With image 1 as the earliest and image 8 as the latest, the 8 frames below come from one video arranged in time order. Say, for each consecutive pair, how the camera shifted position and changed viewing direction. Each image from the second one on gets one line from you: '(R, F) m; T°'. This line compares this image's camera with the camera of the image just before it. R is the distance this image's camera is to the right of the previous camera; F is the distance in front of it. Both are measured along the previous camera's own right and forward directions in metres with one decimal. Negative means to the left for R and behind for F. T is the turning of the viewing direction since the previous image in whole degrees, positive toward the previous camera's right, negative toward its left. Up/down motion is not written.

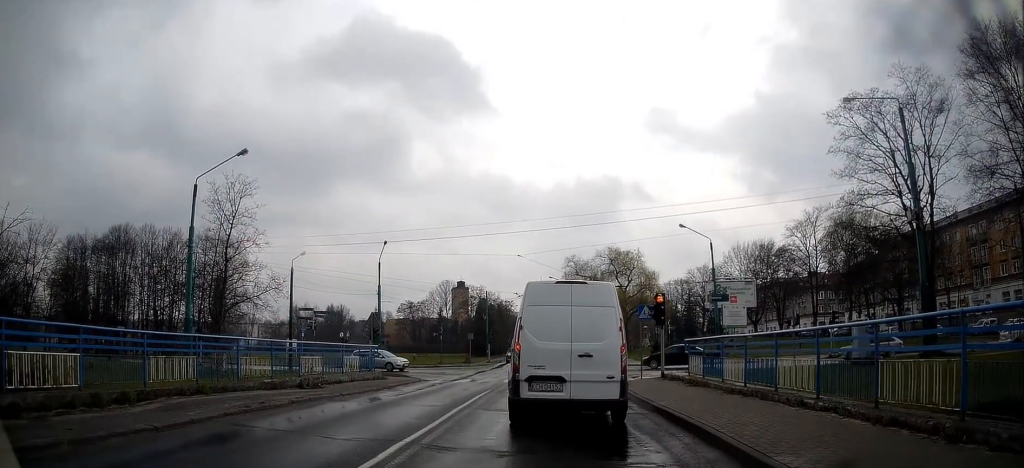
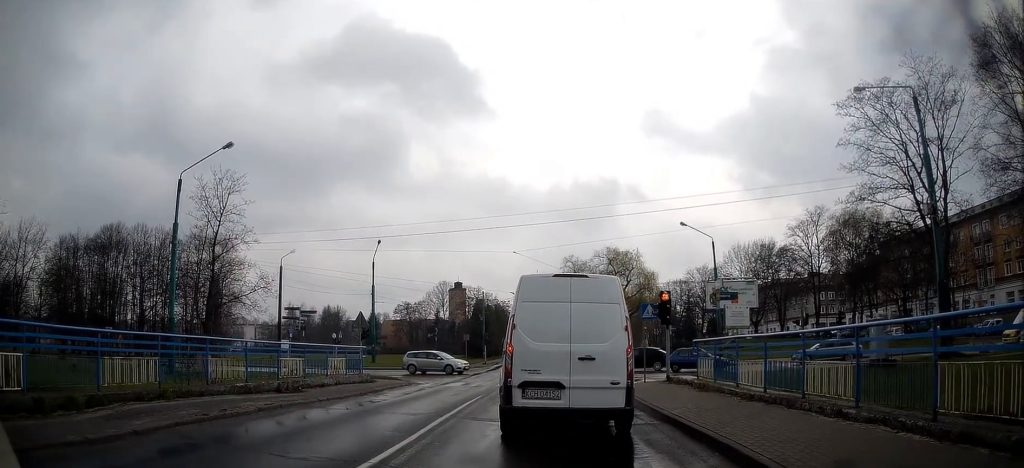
(0.0, +1.5) m; 0°
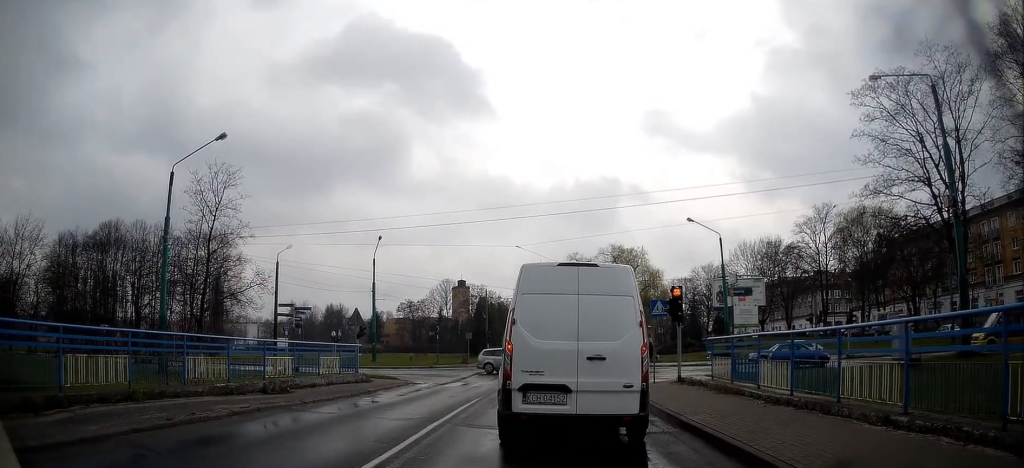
(+0.2, +1.0) m; 0°
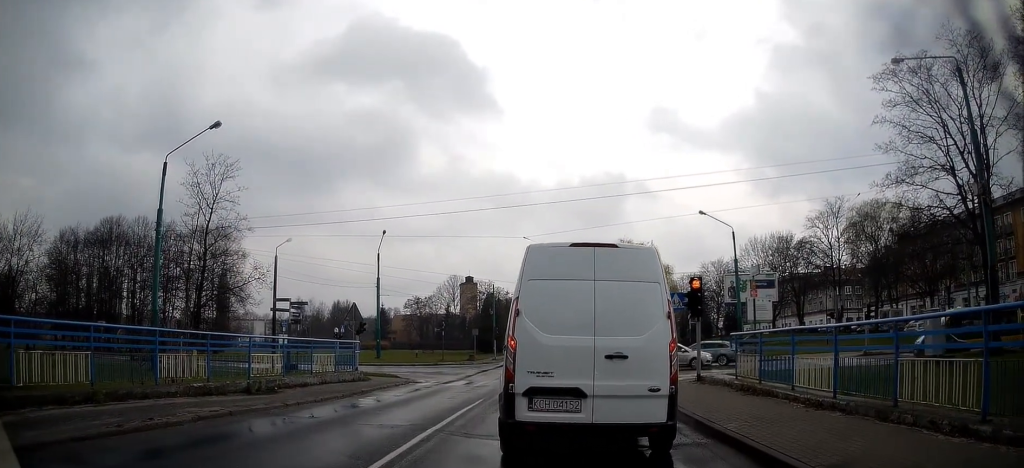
(+0.1, +1.1) m; 0°
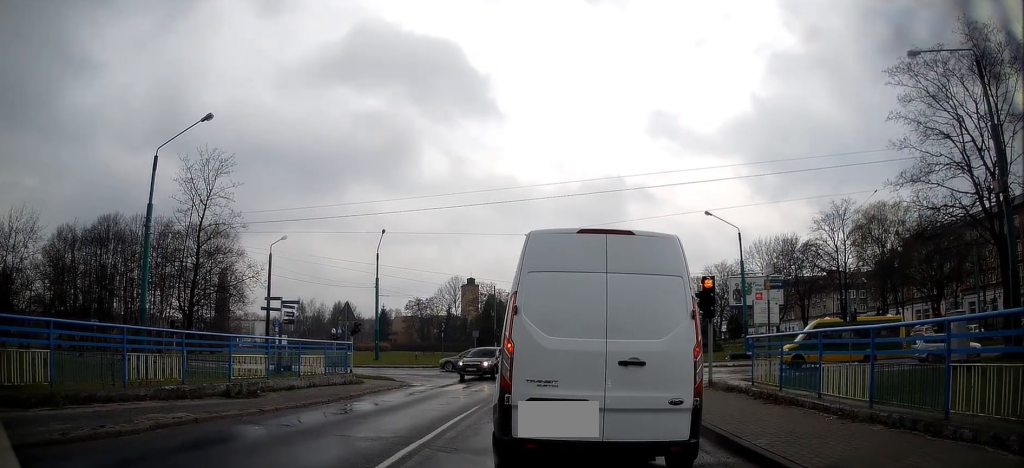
(+0.3, +1.1) m; 0°
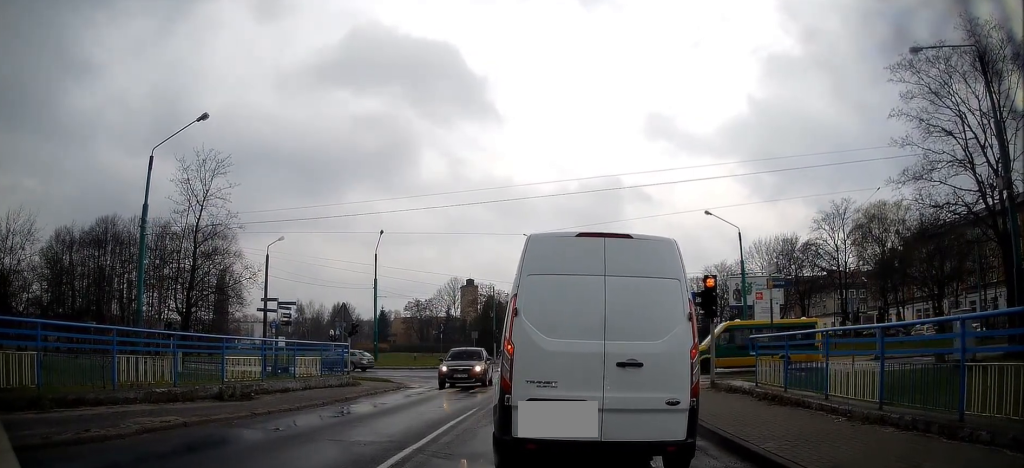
(+0.1, +0.4) m; 0°
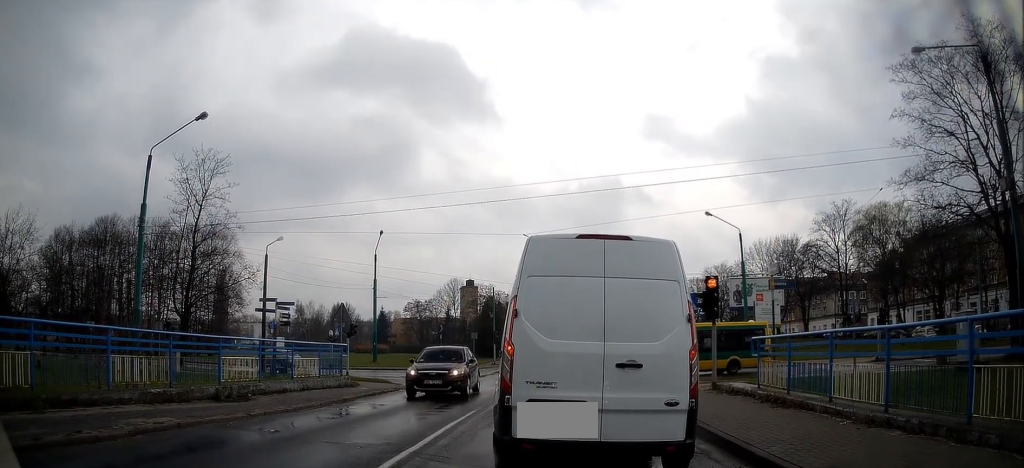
(0.0, +0.2) m; 0°
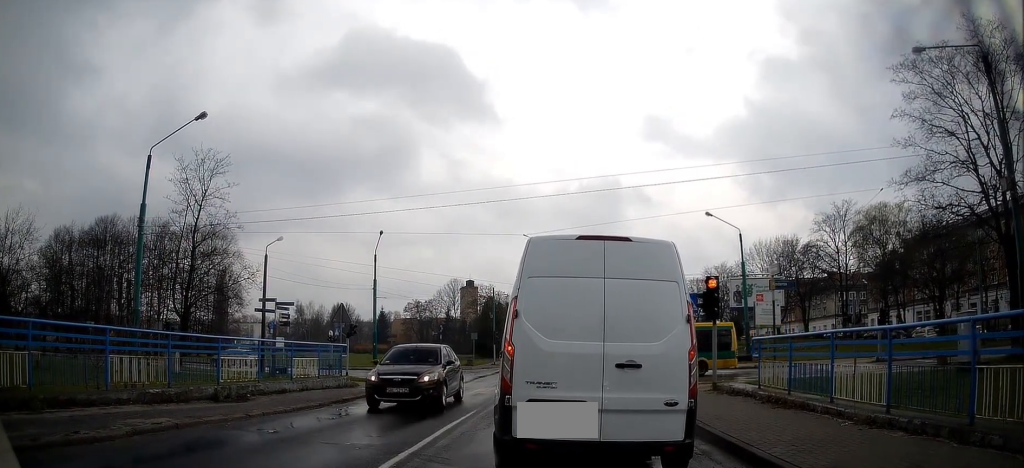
(0.0, +0.1) m; 0°
